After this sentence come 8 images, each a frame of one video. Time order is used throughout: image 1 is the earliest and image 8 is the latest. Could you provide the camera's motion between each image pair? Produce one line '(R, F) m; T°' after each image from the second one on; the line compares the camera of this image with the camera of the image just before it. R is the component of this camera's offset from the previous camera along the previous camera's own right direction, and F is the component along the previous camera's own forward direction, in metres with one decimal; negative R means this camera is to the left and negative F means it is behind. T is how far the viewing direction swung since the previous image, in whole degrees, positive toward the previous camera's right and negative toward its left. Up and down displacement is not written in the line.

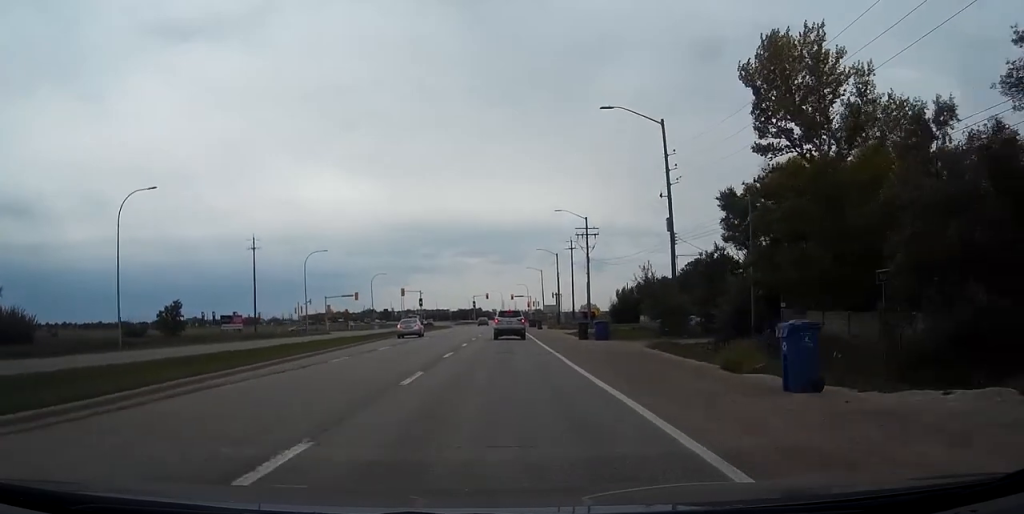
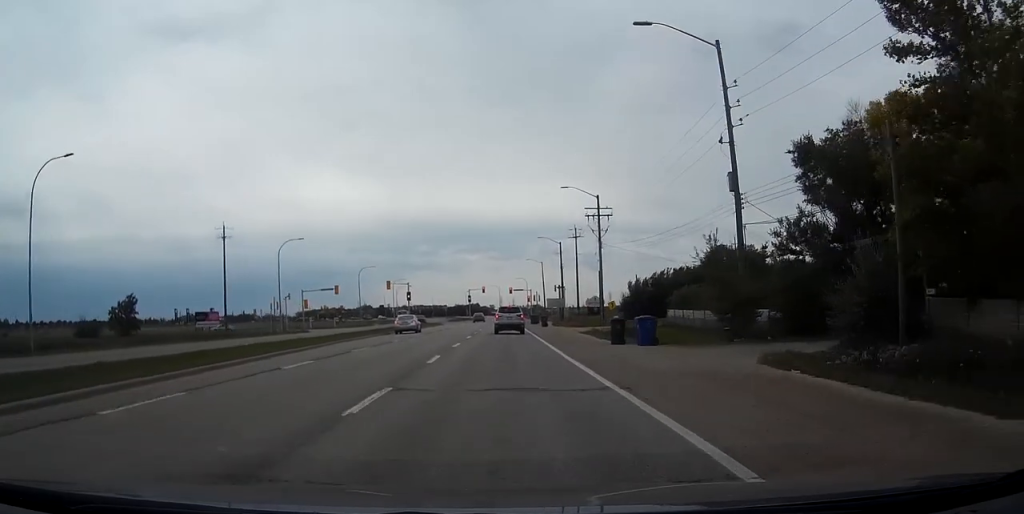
(-0.1, +13.5) m; -1°
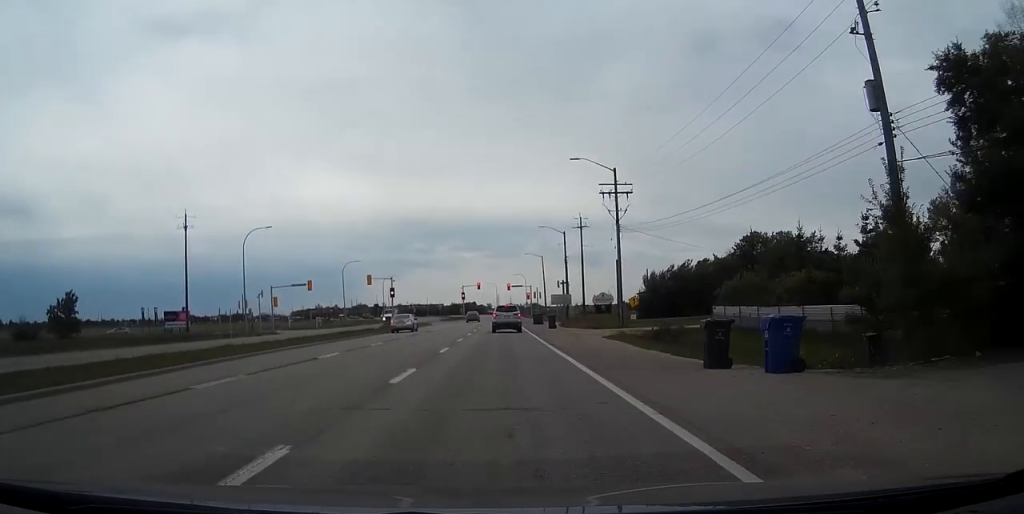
(-0.1, +13.9) m; -1°
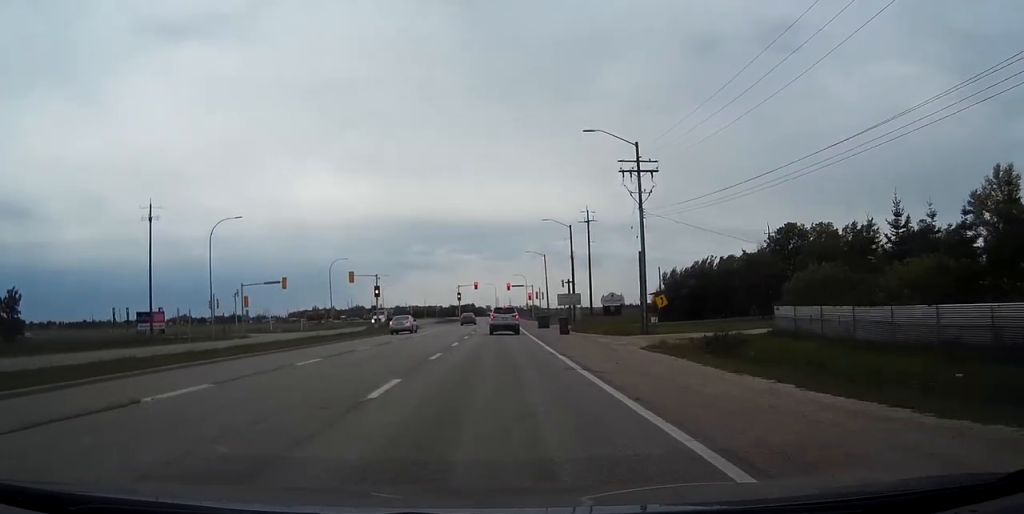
(0.0, +11.2) m; 0°
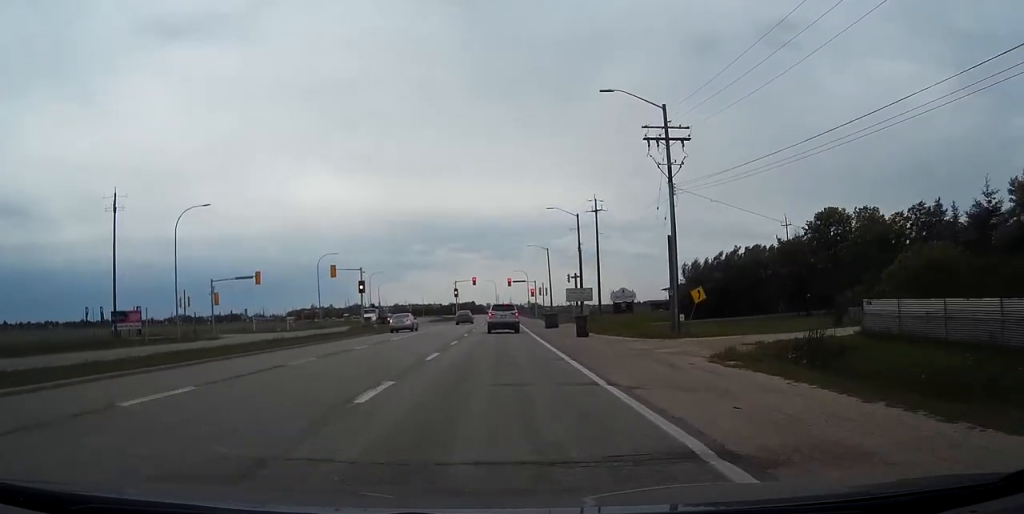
(-0.3, +9.4) m; 0°
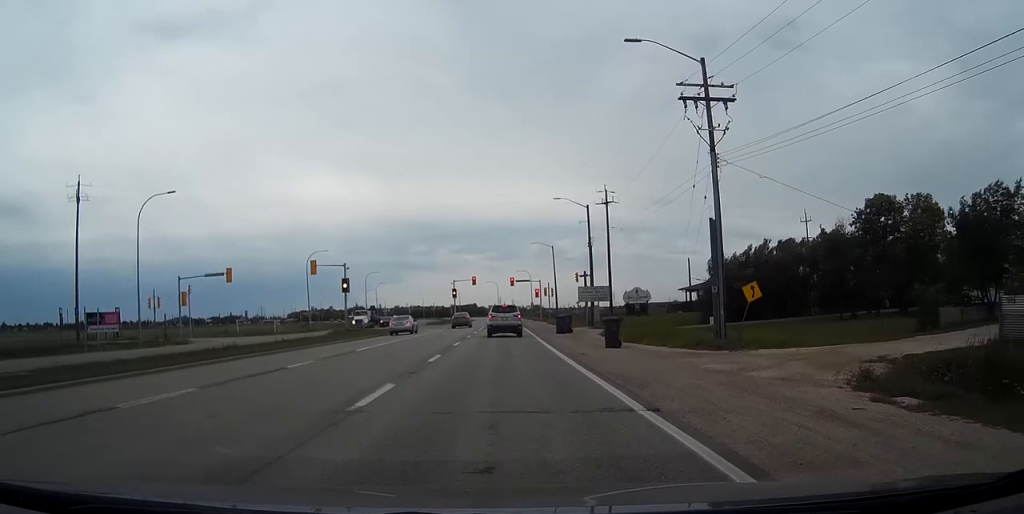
(+0.3, +9.0) m; +1°
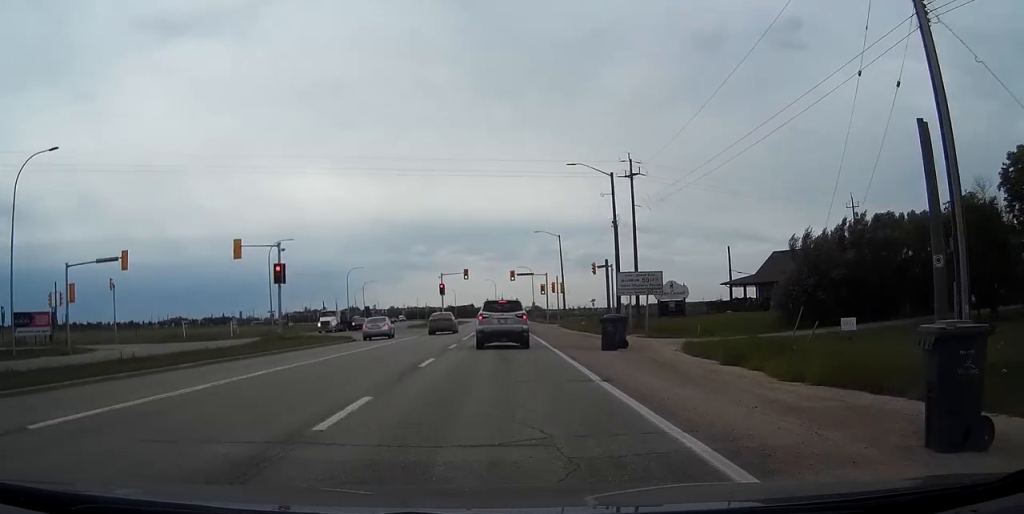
(-0.2, +20.9) m; -1°
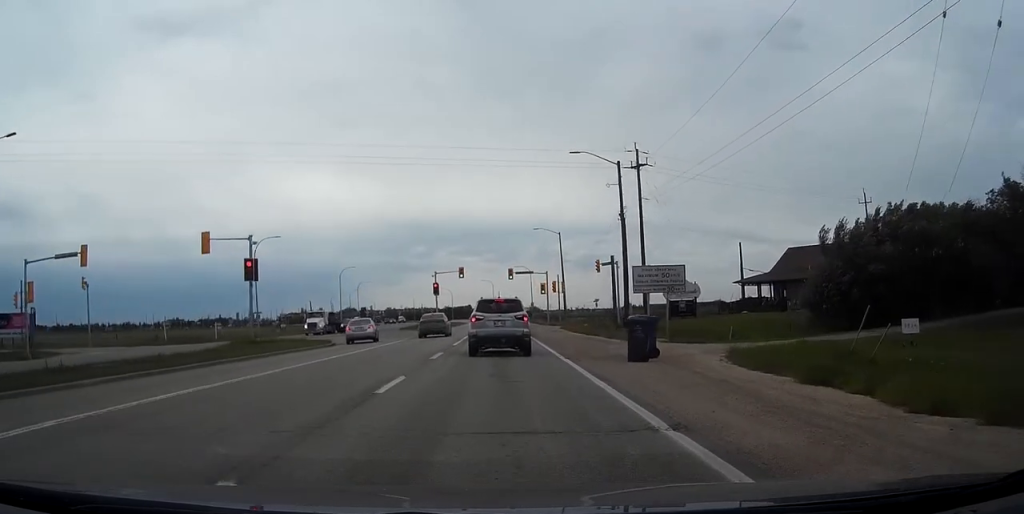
(0.0, +5.4) m; +1°
